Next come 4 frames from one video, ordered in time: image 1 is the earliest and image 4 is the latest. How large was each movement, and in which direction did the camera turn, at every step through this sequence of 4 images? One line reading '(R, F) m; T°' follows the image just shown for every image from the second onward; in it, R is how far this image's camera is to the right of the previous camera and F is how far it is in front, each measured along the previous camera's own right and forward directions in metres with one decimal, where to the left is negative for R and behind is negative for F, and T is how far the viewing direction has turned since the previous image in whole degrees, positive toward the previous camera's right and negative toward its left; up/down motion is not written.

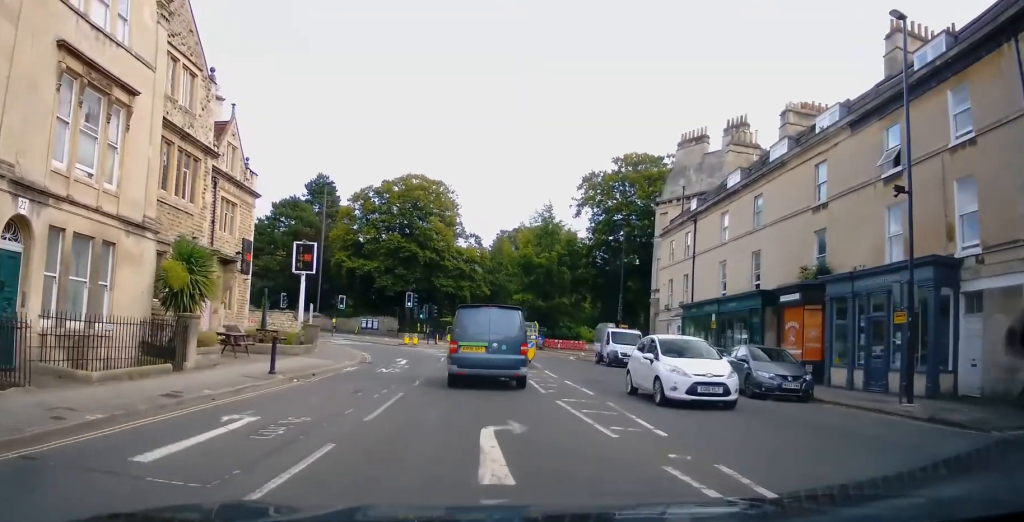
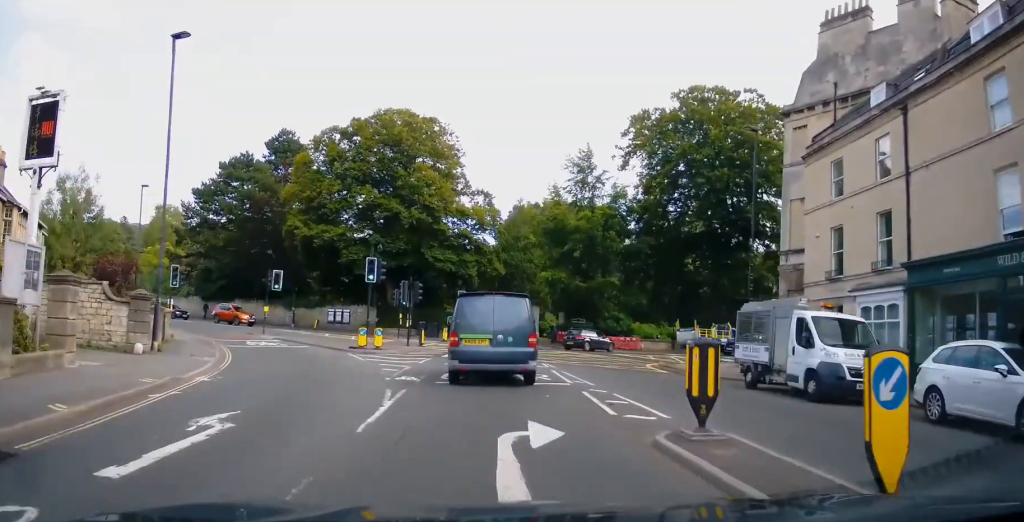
(-0.2, +19.9) m; -1°
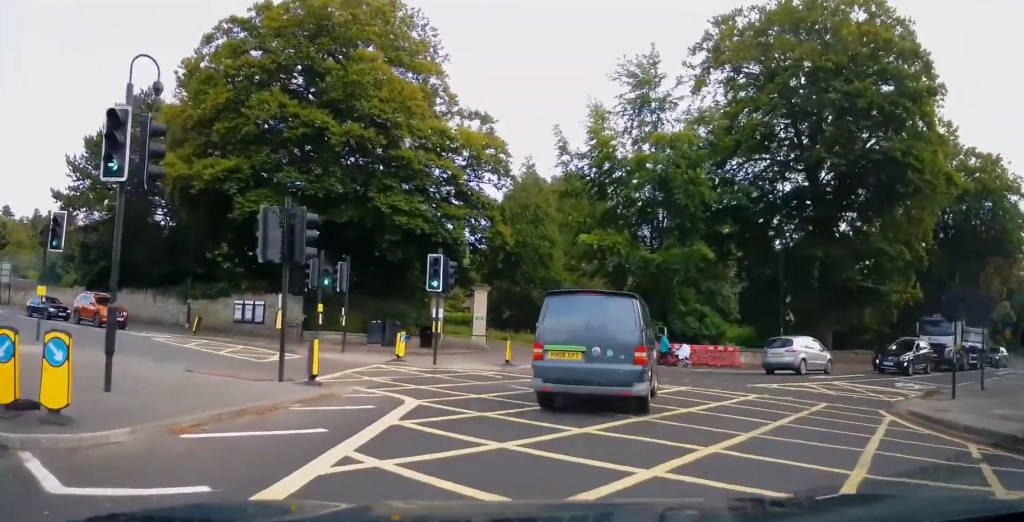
(-0.9, +21.0) m; -2°
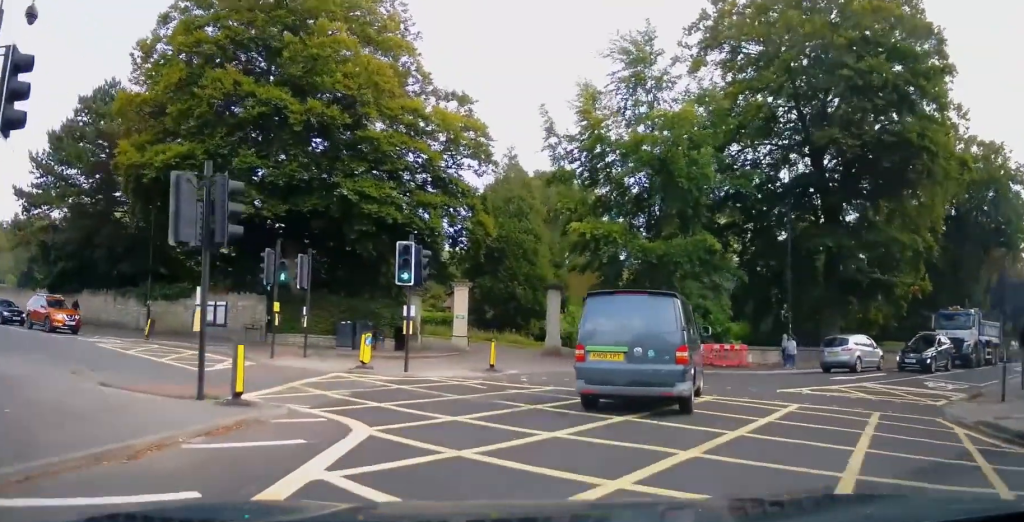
(0.0, +3.1) m; +4°
